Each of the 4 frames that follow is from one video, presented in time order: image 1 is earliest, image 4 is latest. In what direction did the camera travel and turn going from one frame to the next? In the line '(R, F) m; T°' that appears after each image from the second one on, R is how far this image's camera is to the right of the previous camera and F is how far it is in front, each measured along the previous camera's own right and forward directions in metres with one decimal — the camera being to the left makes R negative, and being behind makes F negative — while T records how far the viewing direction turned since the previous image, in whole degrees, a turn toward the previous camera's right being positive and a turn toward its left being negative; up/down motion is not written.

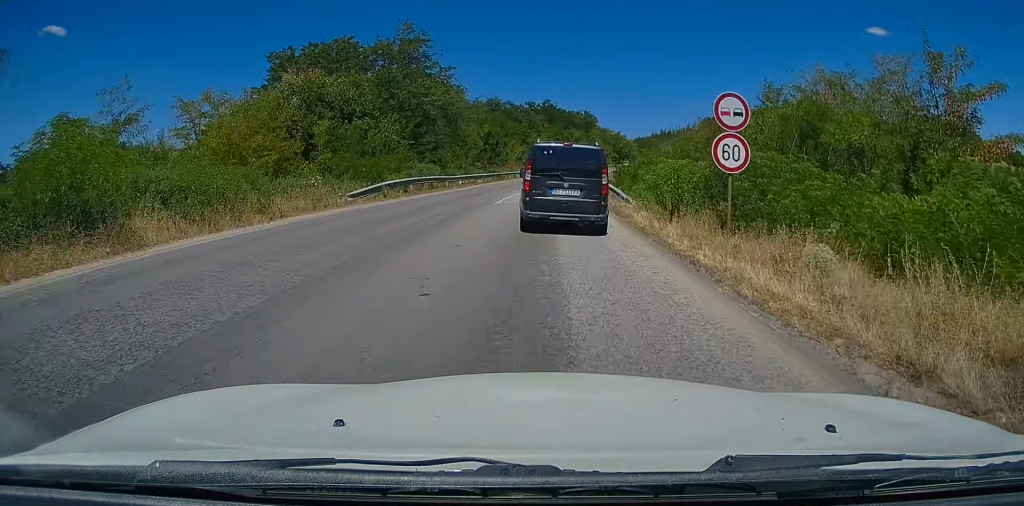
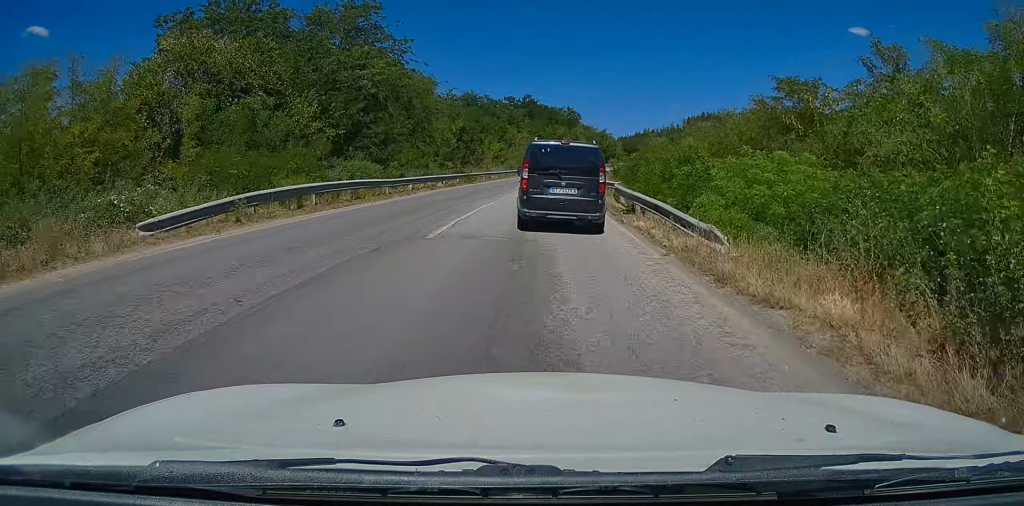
(+0.2, +11.6) m; +2°
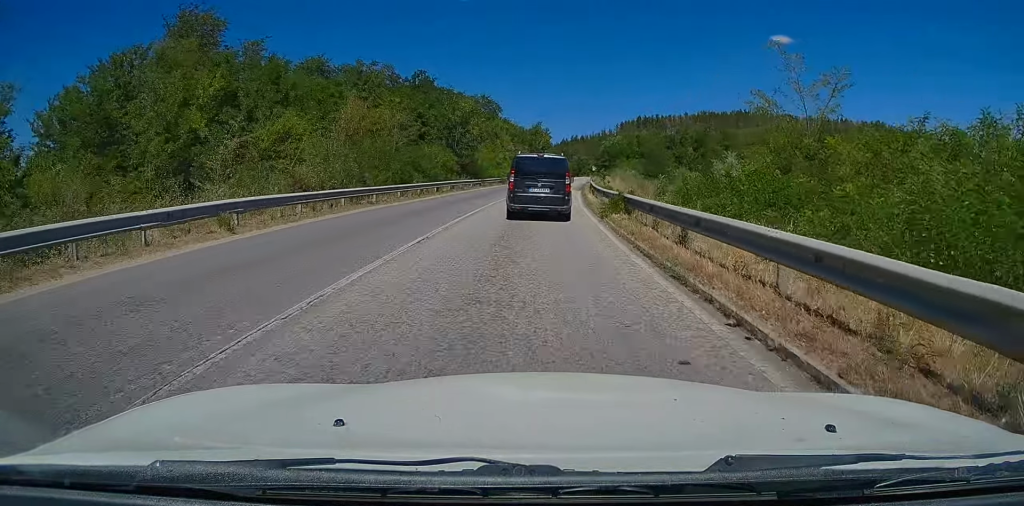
(+3.9, +55.0) m; +8°
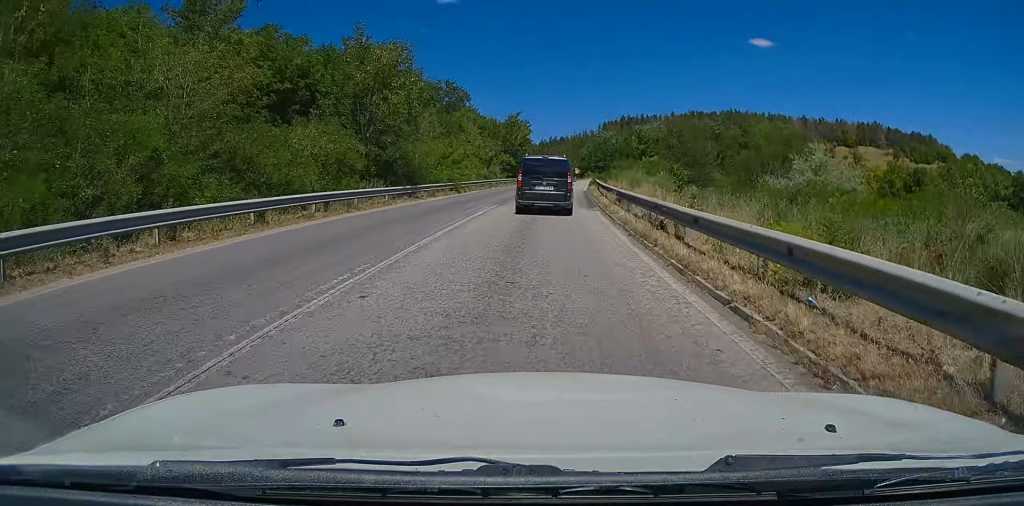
(+0.8, +22.9) m; +3°
